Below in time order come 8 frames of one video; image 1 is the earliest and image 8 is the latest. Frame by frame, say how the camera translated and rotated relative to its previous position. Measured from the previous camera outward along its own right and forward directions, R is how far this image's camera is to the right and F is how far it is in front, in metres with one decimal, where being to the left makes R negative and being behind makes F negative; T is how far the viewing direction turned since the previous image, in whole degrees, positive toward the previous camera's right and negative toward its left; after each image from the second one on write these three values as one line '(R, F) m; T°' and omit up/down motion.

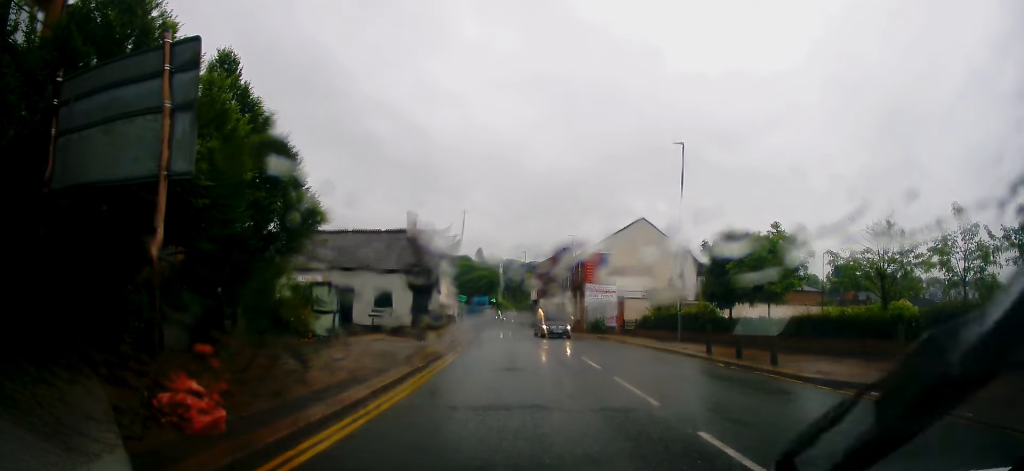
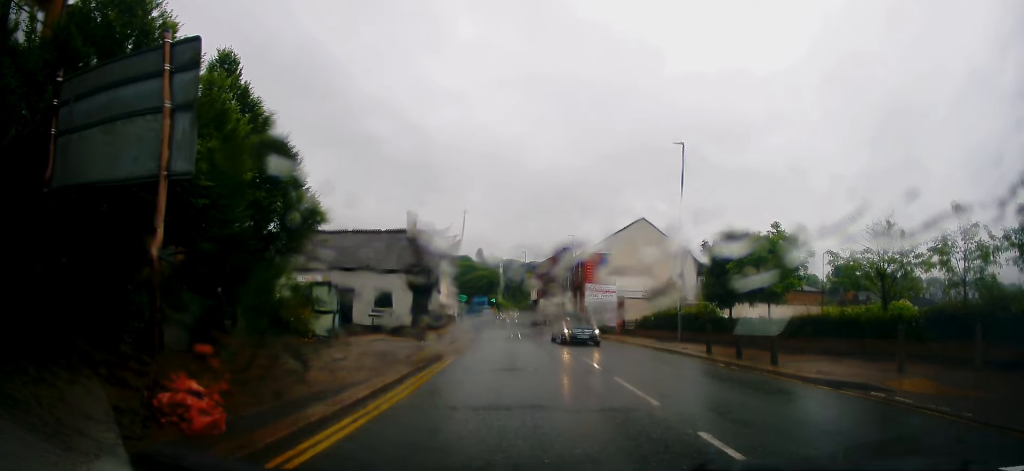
(0.0, 0.0) m; 0°
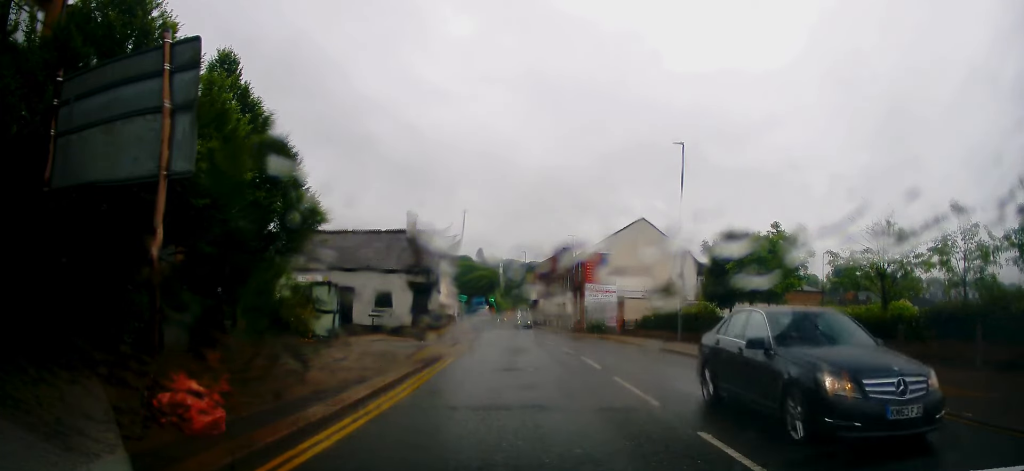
(0.0, 0.0) m; 0°
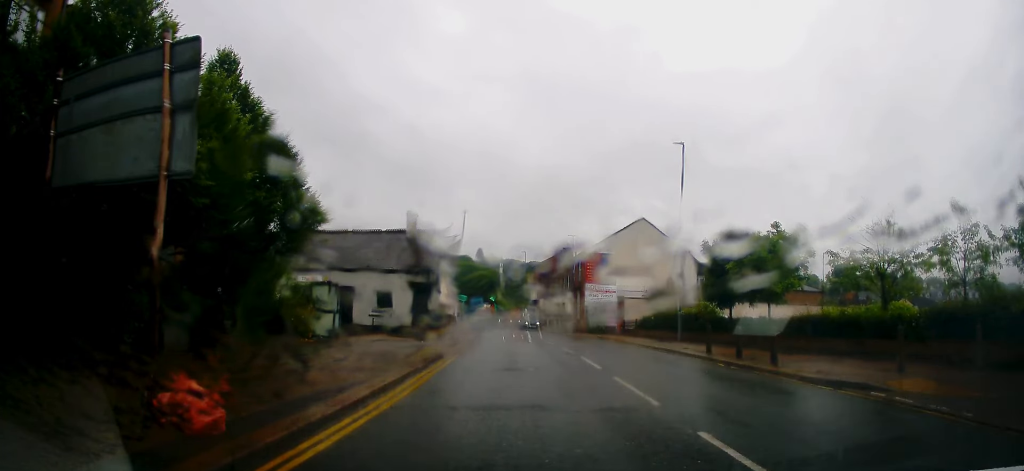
(0.0, 0.0) m; 0°
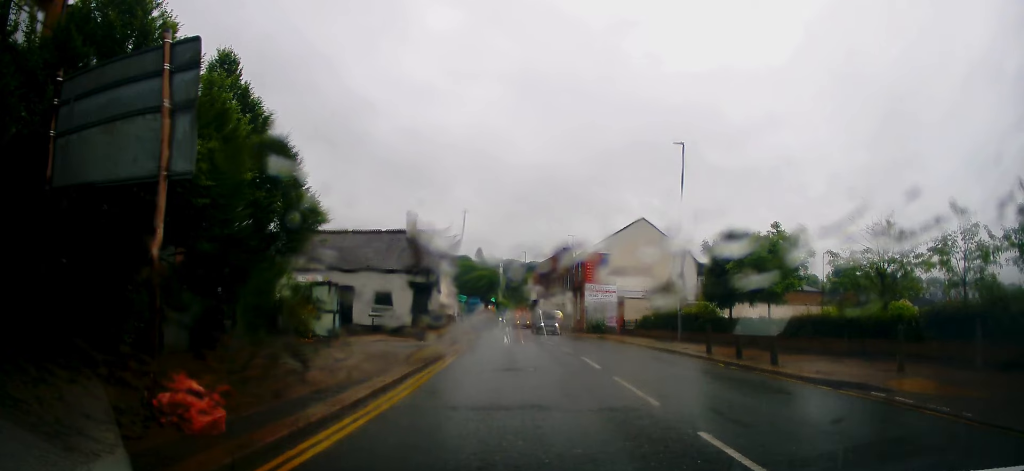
(0.0, 0.0) m; 0°
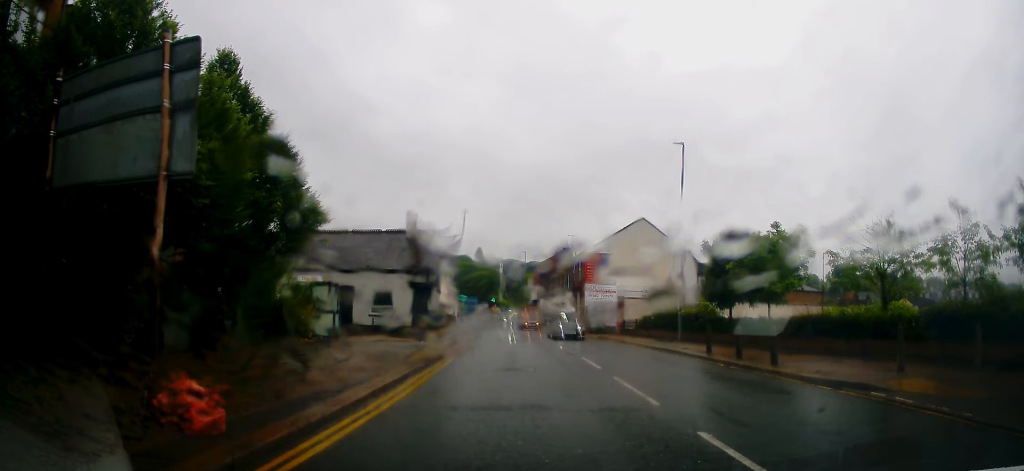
(0.0, 0.0) m; 0°
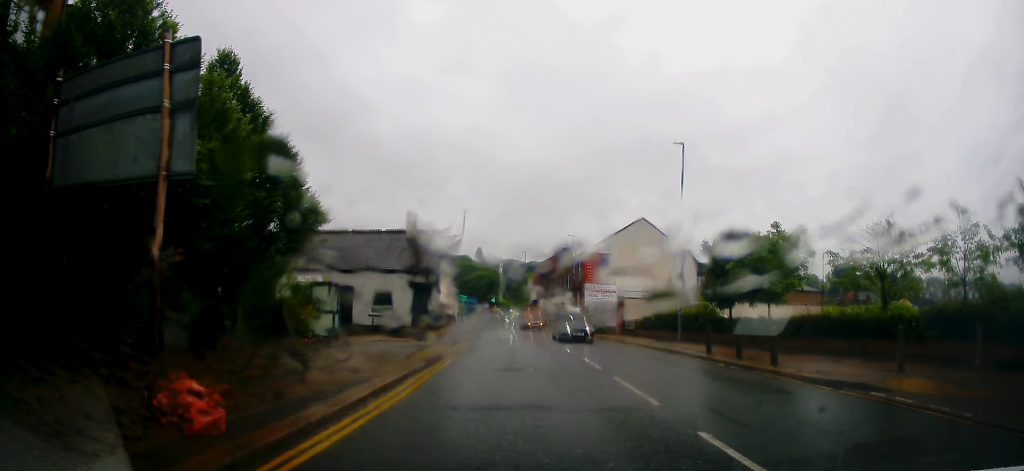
(0.0, 0.0) m; 0°
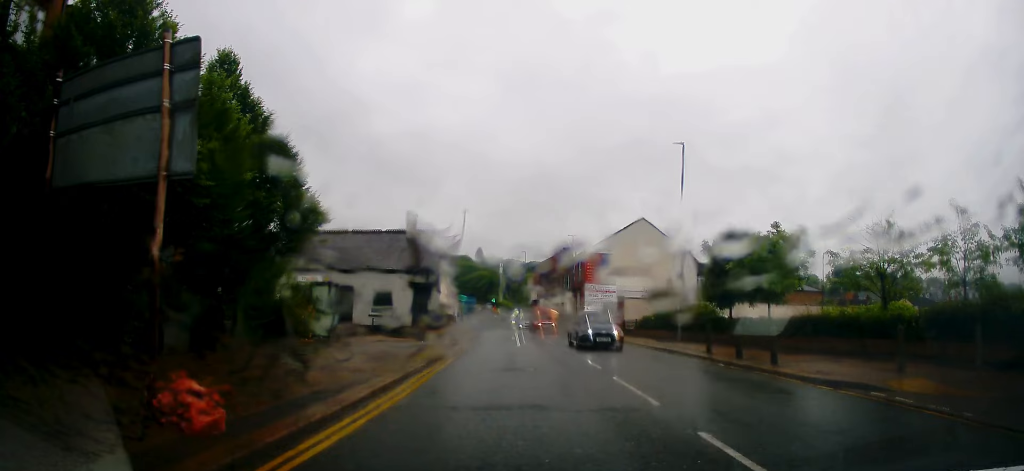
(0.0, 0.0) m; 0°
